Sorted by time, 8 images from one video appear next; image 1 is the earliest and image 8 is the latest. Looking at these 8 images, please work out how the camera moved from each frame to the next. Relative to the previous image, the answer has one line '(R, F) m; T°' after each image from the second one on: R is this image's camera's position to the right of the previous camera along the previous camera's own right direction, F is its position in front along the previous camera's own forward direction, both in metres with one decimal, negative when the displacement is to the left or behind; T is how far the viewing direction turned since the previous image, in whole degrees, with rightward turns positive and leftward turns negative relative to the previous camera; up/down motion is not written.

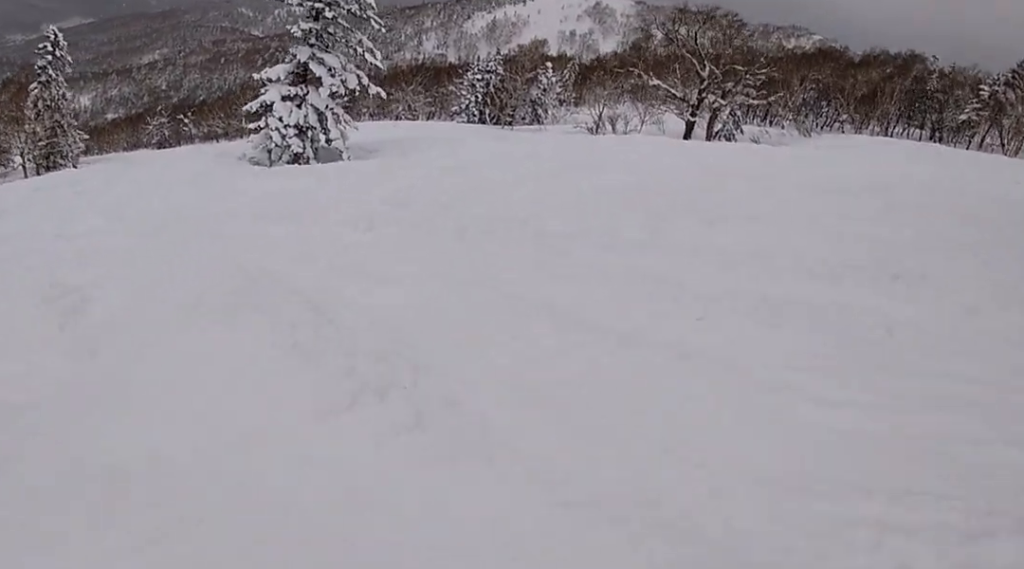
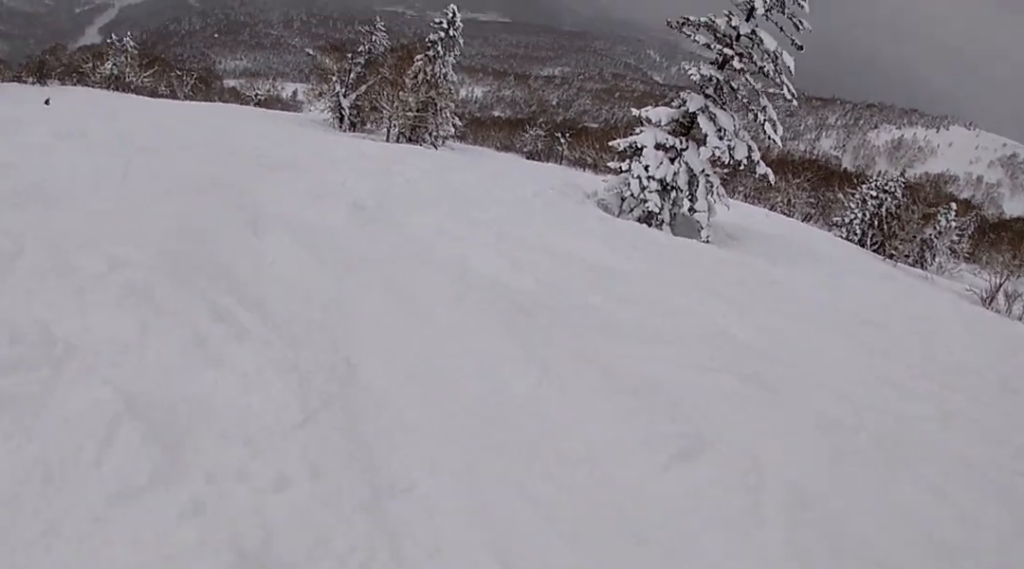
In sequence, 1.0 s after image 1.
(-1.3, +3.6) m; -24°
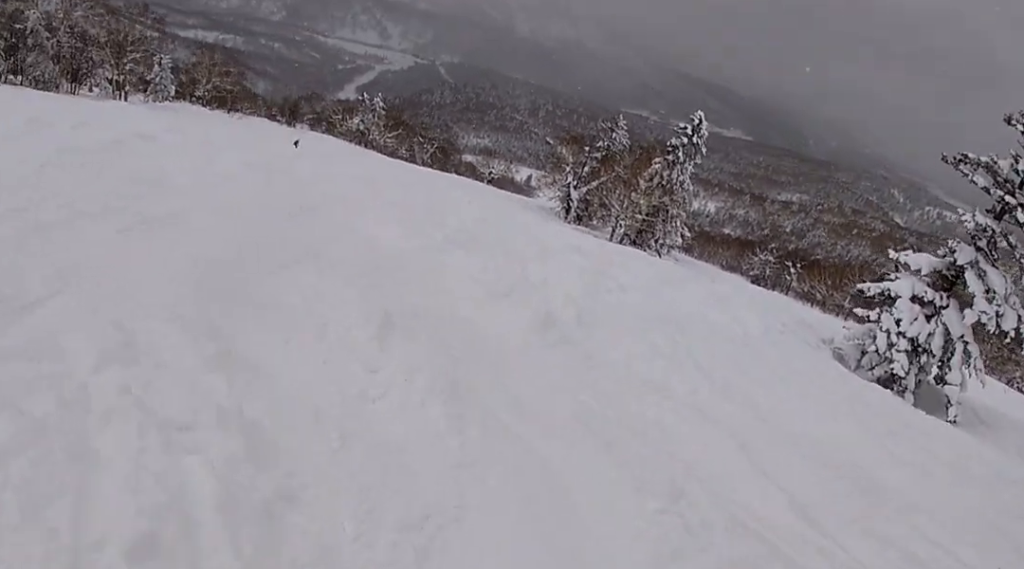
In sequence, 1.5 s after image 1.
(-0.2, +2.2) m; -12°
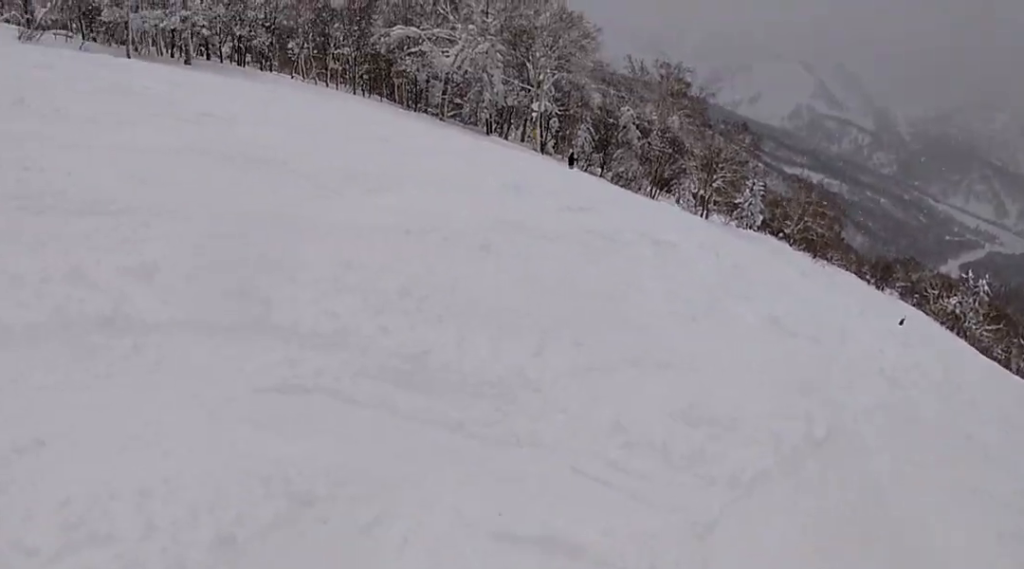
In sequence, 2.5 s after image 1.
(-0.7, +4.3) m; -14°
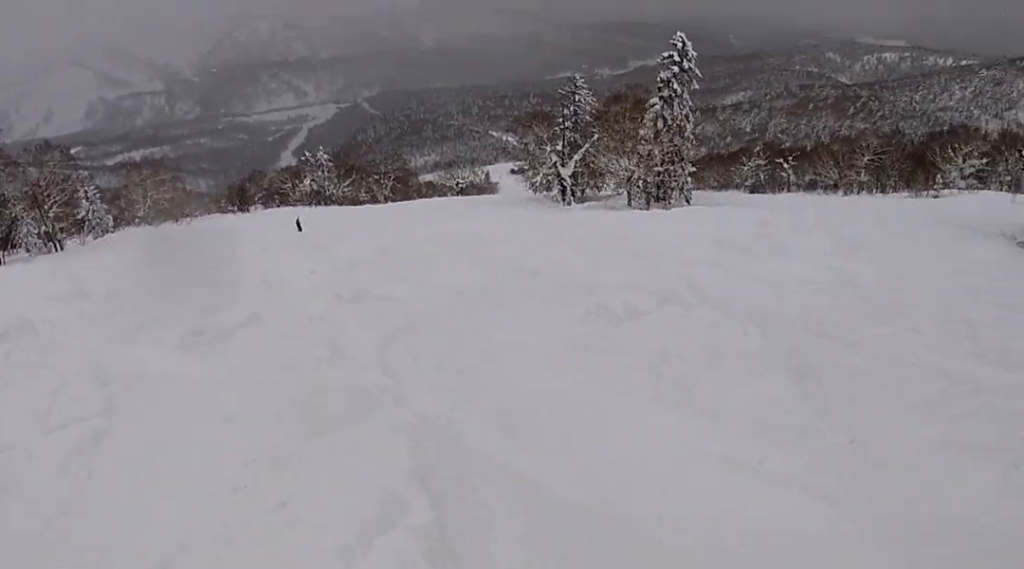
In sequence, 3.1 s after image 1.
(-1.1, +2.5) m; +3°
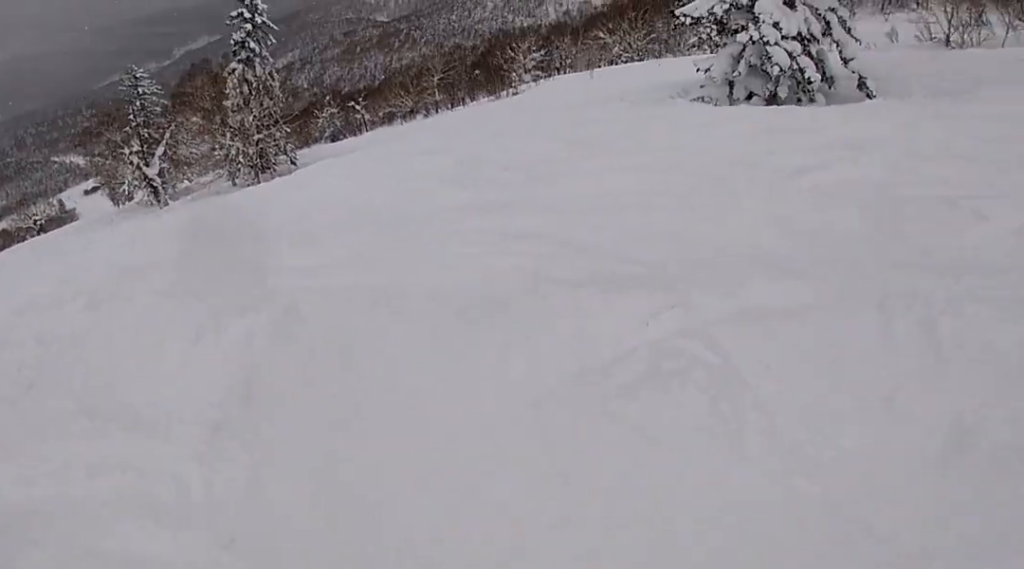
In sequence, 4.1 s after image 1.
(+2.2, +4.9) m; +34°
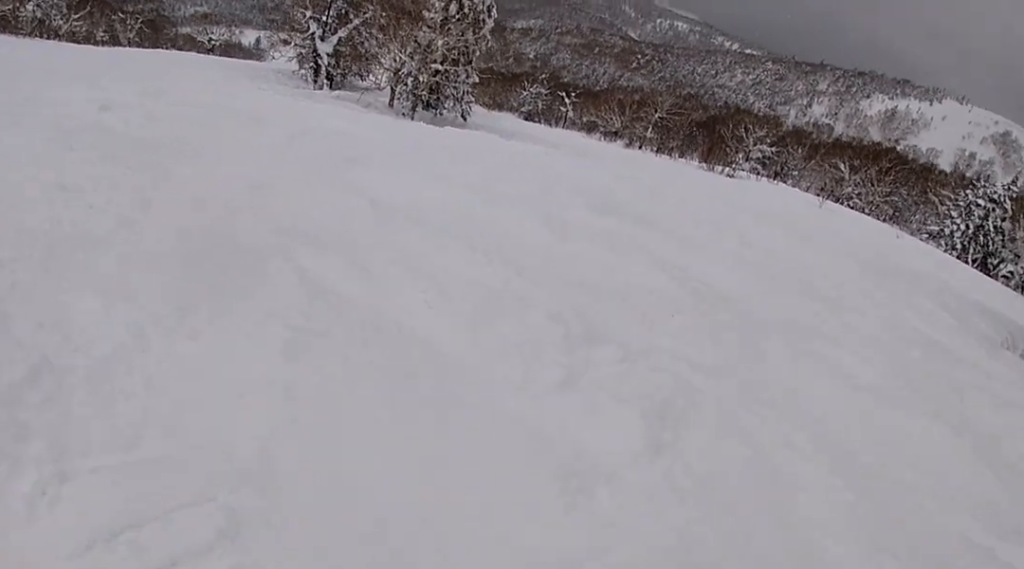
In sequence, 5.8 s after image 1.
(-0.2, +8.7) m; -24°
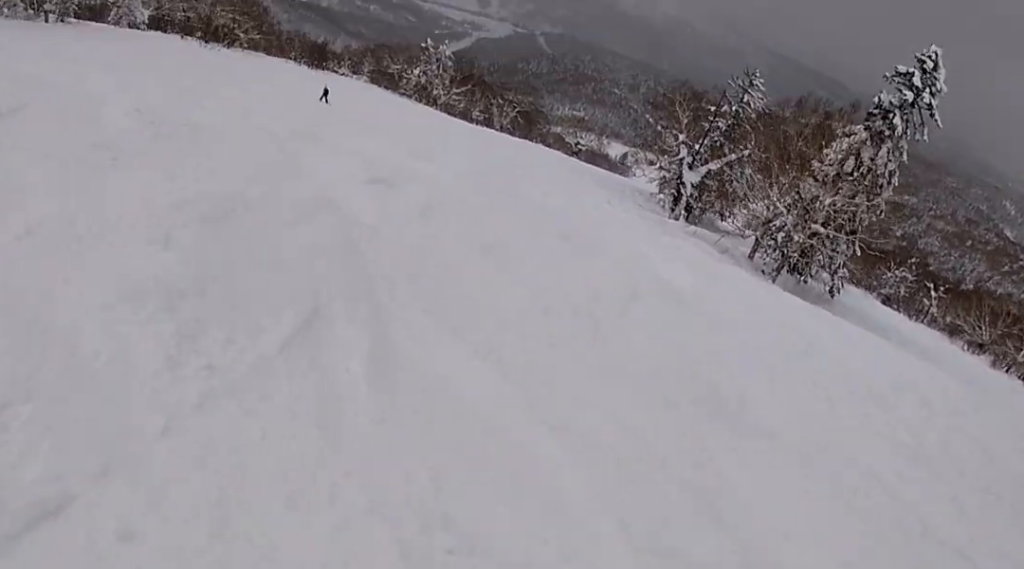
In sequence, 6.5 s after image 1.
(-0.9, +4.1) m; -18°
